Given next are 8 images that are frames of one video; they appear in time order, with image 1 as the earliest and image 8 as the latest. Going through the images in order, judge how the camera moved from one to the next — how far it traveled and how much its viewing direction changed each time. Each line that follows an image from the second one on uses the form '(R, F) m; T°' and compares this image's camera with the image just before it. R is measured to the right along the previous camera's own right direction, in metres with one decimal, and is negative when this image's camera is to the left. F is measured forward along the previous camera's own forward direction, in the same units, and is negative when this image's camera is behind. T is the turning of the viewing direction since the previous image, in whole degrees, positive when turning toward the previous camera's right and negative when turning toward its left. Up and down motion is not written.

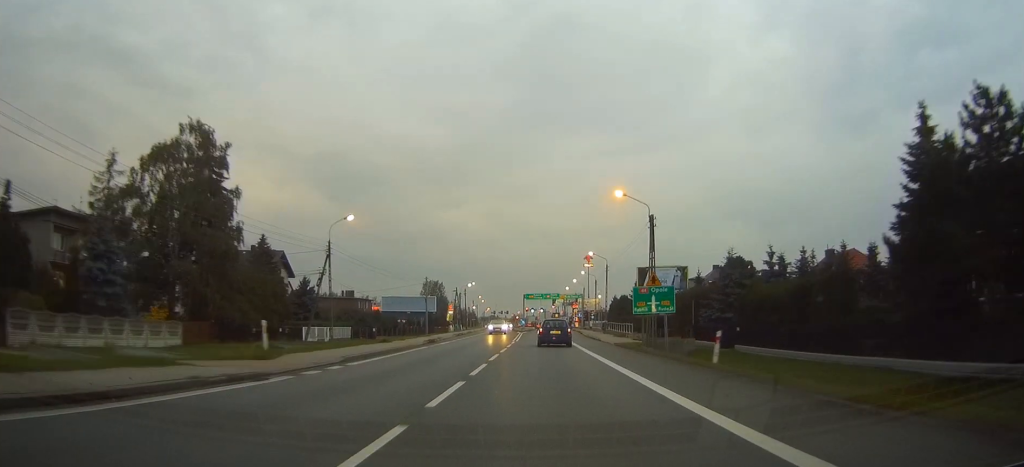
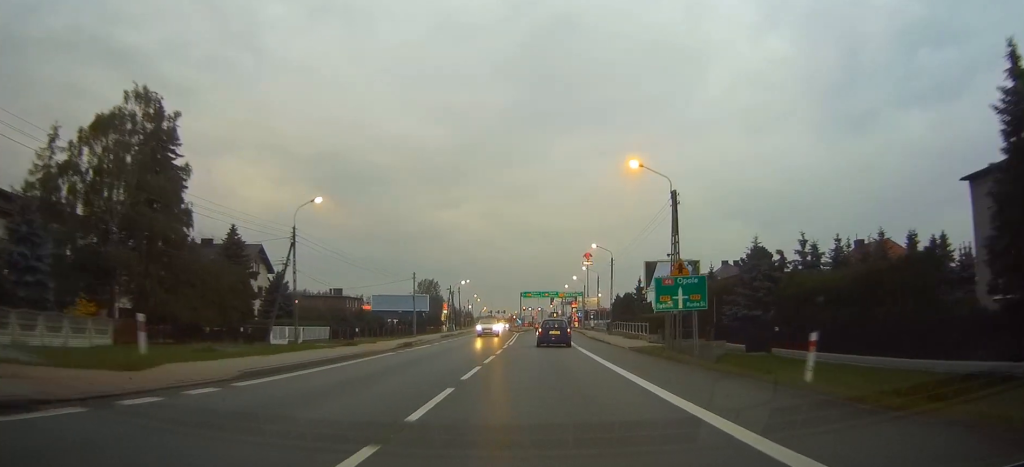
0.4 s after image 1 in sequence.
(0.0, +7.3) m; 0°
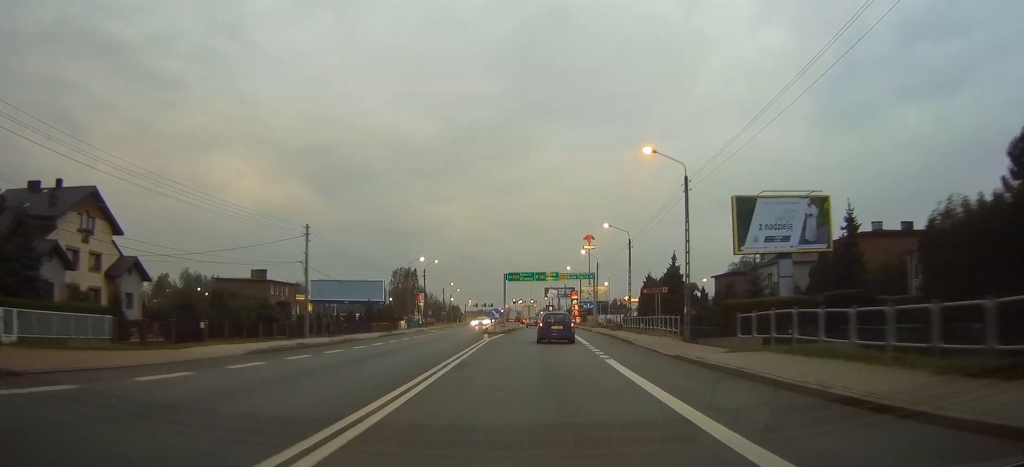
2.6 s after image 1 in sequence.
(0.0, +37.1) m; +1°
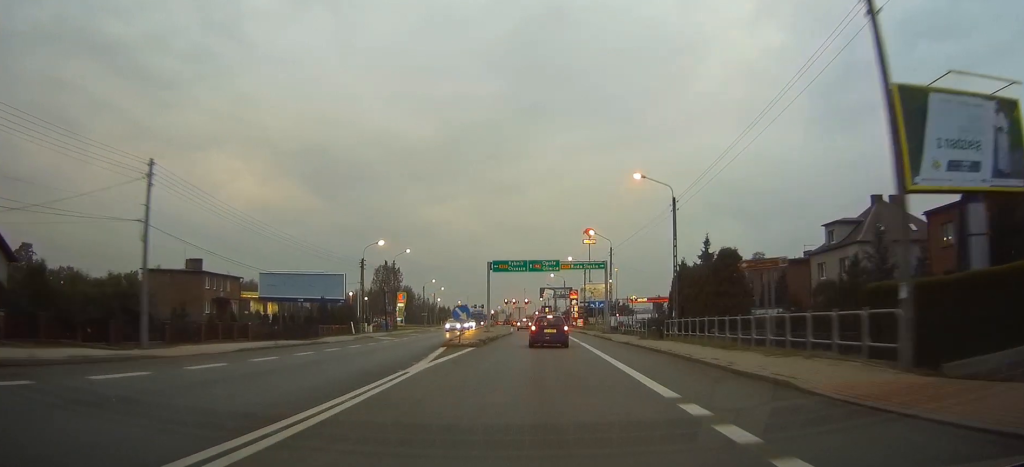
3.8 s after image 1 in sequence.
(+0.1, +20.3) m; 0°
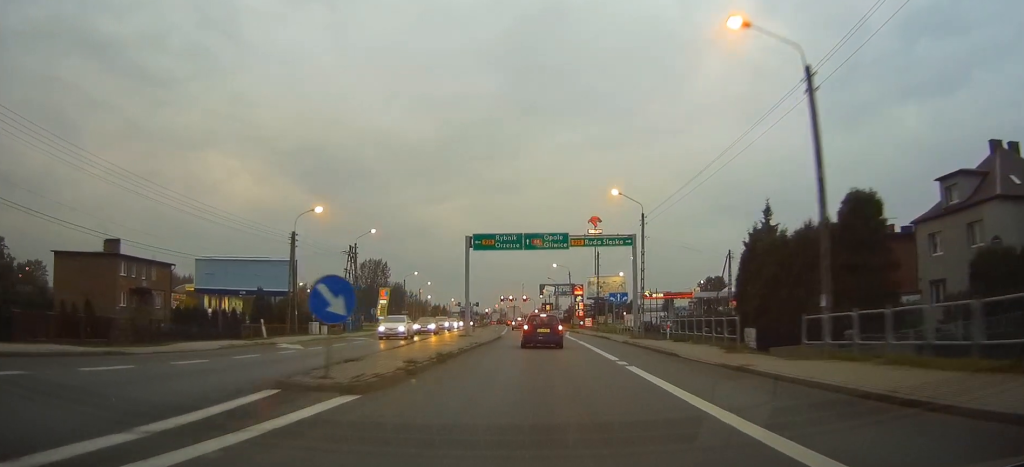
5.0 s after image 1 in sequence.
(0.0, +19.1) m; 0°
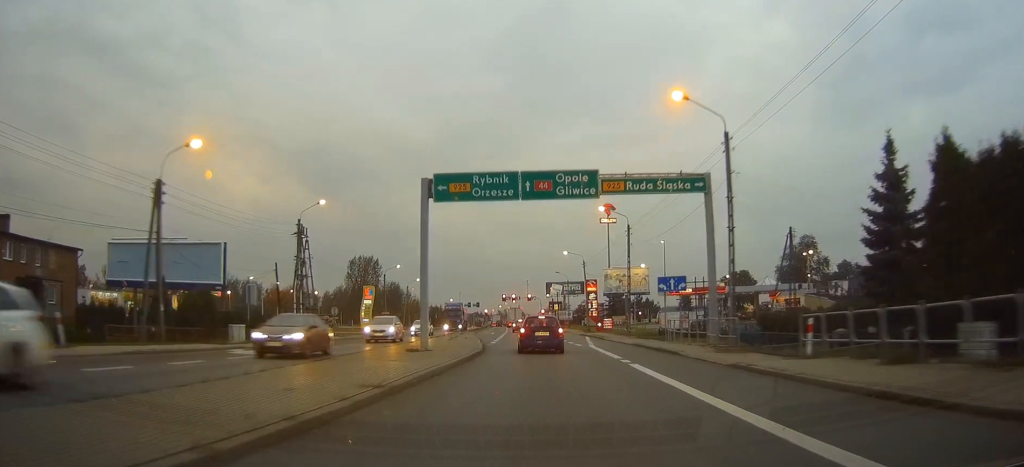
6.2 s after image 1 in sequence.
(0.0, +18.6) m; 0°
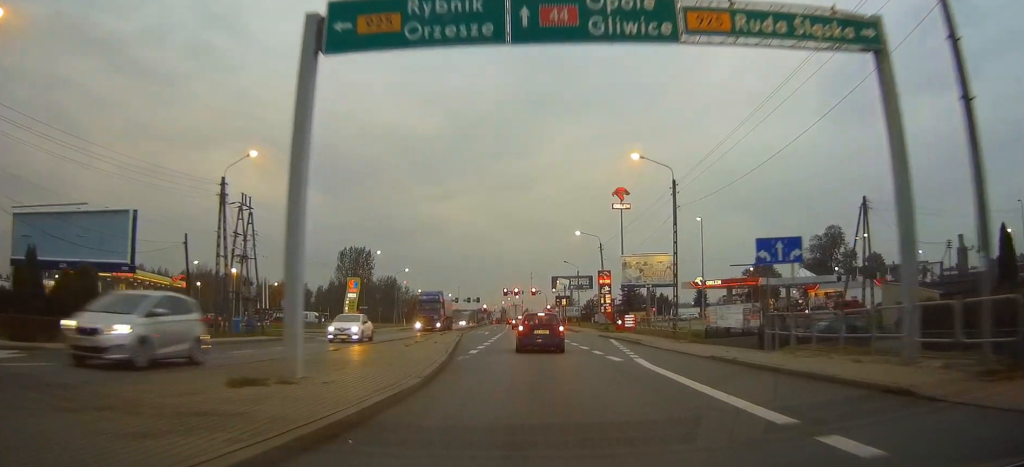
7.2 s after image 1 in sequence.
(-0.1, +14.9) m; 0°
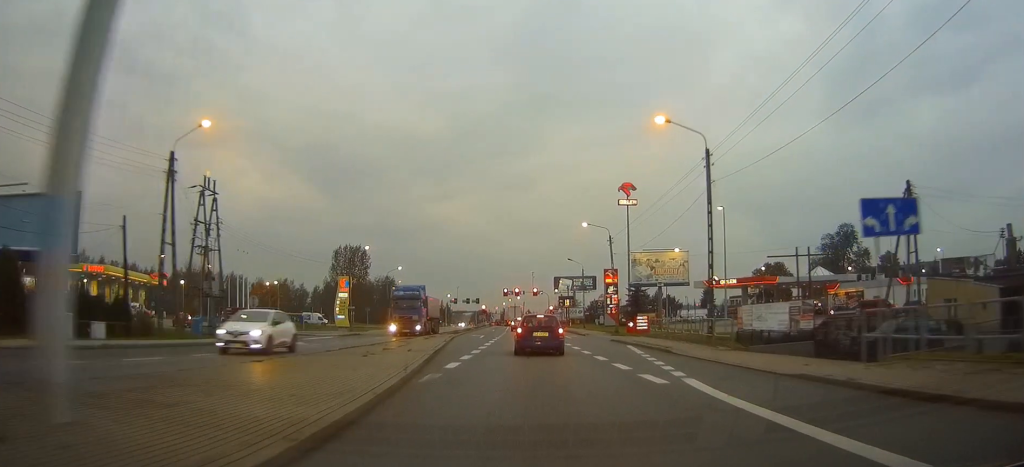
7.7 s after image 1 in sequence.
(0.0, +6.8) m; 0°
